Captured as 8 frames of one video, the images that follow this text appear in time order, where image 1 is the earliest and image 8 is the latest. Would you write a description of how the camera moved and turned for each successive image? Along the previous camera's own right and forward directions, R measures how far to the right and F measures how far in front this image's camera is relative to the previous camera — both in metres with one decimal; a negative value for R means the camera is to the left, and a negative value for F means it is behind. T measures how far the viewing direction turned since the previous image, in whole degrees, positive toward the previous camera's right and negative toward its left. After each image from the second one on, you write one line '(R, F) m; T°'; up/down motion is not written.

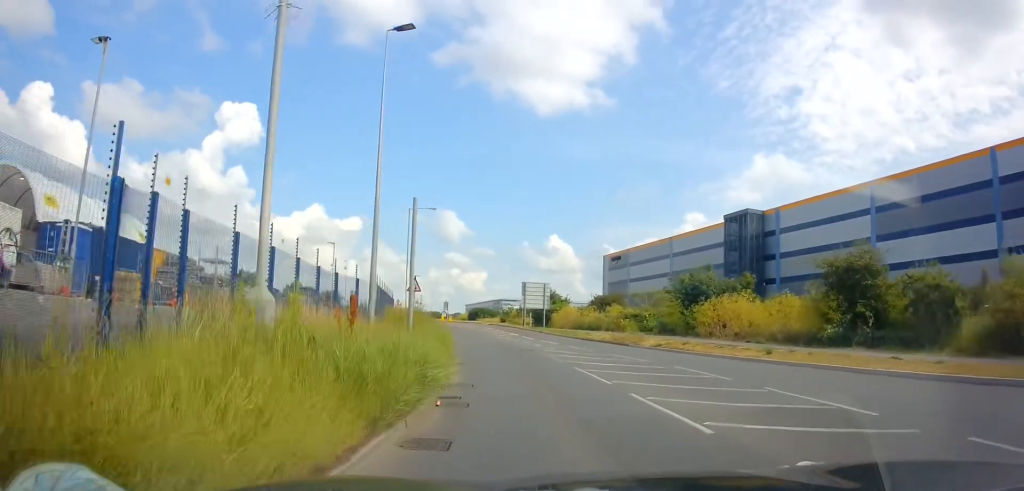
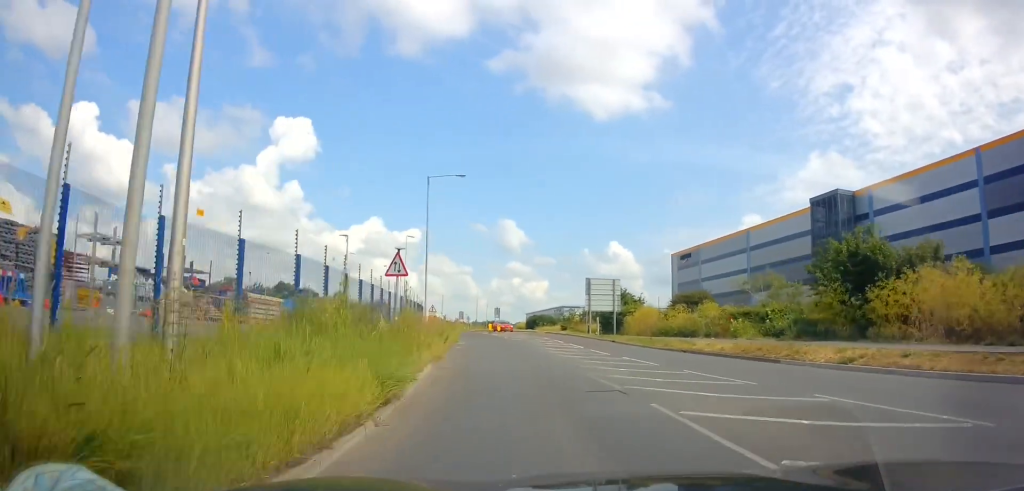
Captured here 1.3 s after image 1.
(-0.3, +13.5) m; -5°
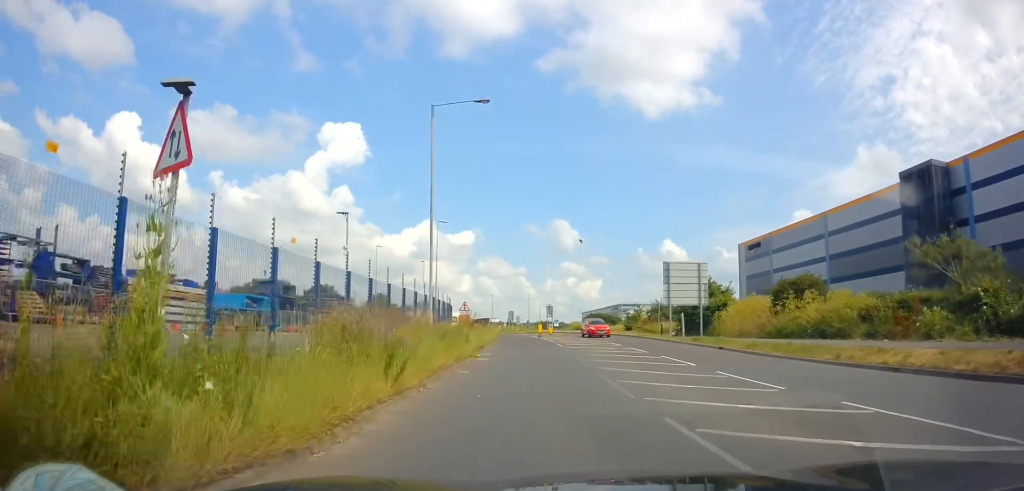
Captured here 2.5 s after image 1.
(-0.9, +13.1) m; -5°
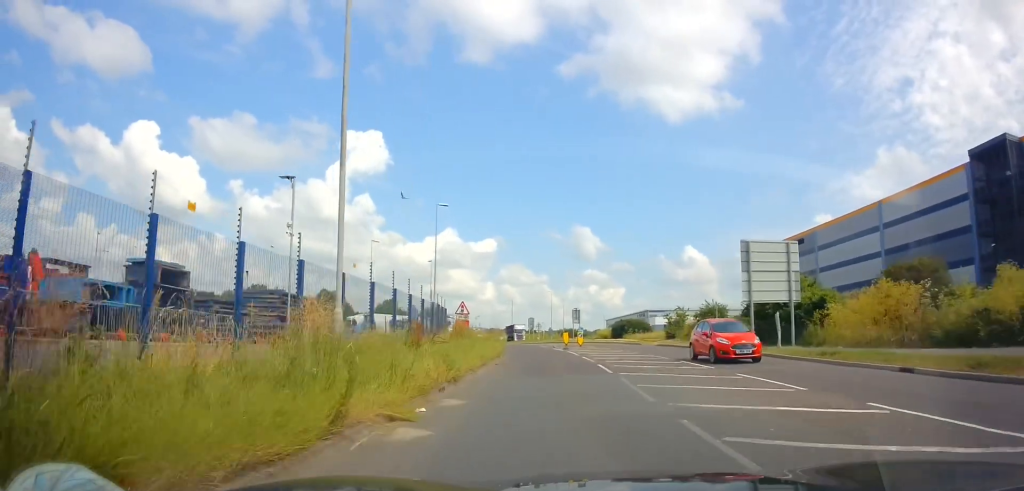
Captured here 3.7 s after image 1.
(-0.2, +12.5) m; -2°
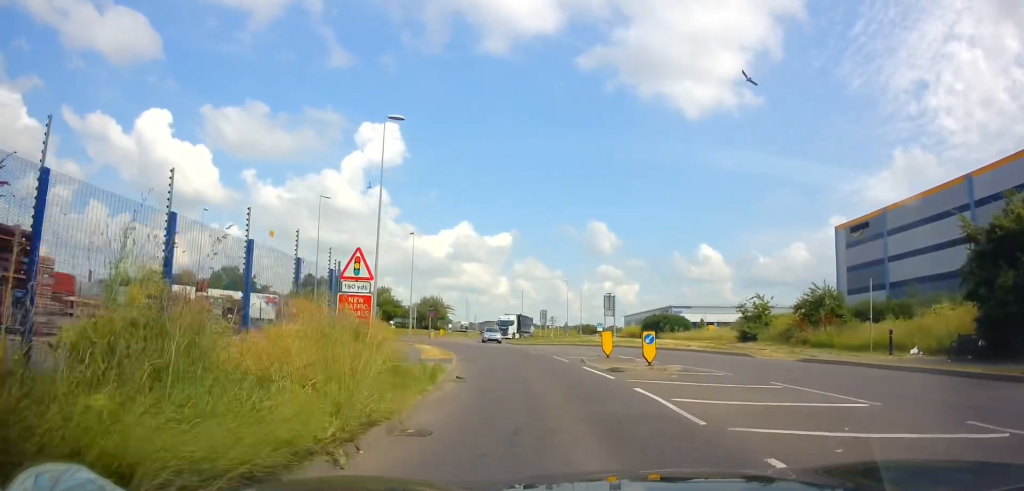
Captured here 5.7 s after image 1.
(-0.4, +21.0) m; -3°
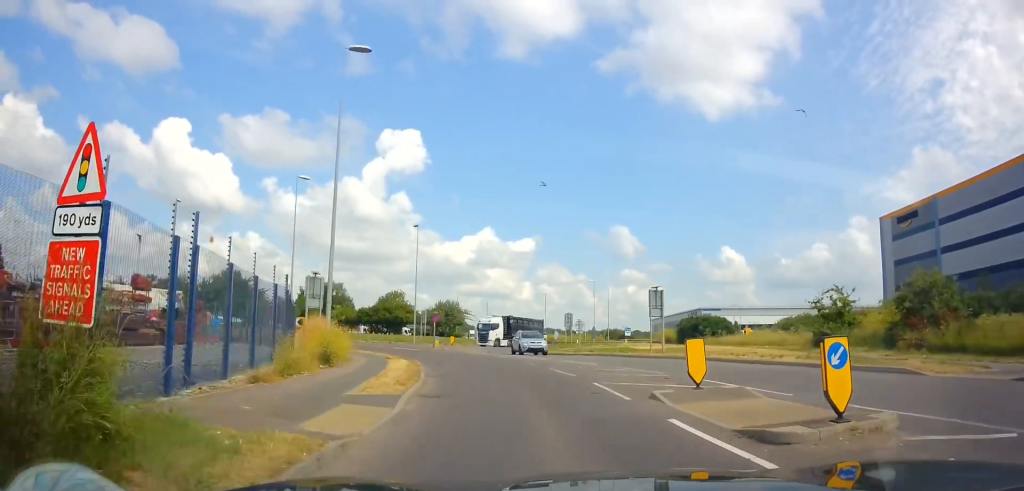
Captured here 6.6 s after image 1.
(-0.2, +8.5) m; -3°
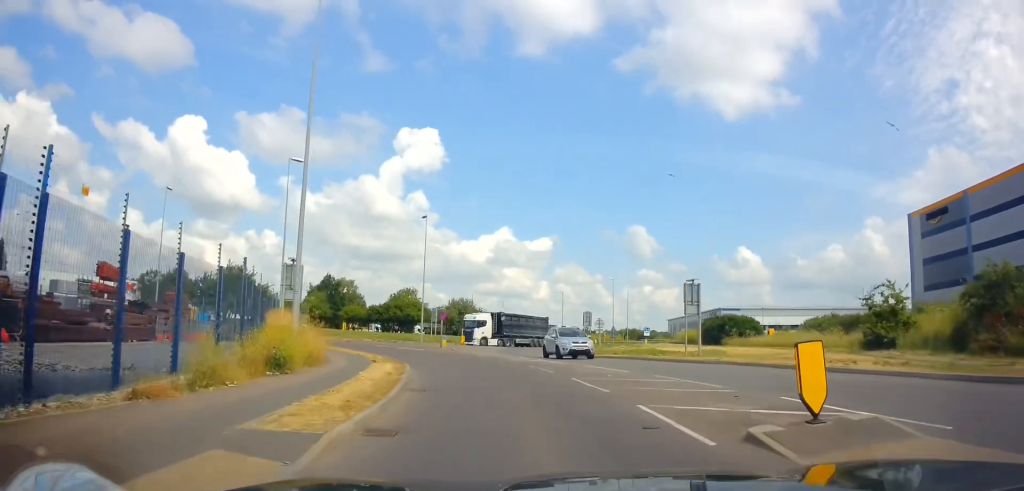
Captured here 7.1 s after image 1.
(-0.1, +4.4) m; -2°
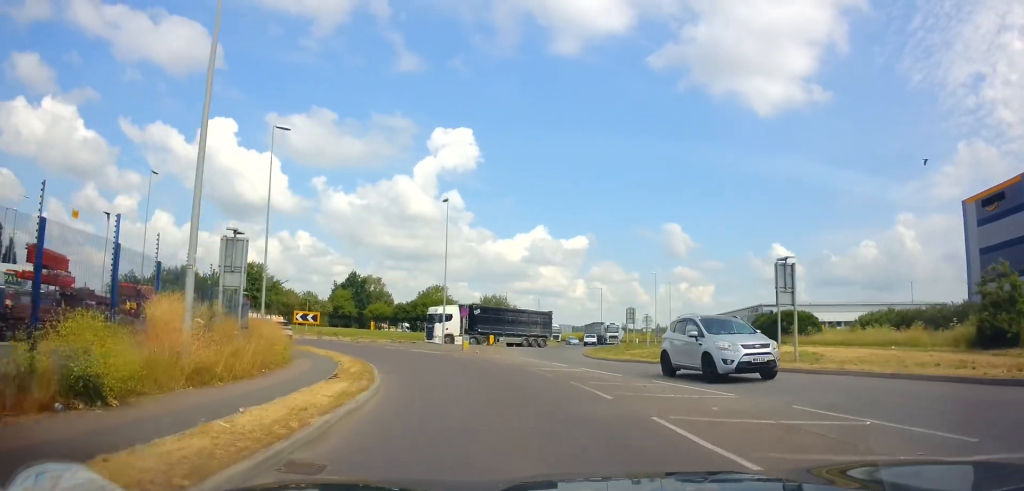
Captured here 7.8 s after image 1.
(-0.1, +6.6) m; -2°
